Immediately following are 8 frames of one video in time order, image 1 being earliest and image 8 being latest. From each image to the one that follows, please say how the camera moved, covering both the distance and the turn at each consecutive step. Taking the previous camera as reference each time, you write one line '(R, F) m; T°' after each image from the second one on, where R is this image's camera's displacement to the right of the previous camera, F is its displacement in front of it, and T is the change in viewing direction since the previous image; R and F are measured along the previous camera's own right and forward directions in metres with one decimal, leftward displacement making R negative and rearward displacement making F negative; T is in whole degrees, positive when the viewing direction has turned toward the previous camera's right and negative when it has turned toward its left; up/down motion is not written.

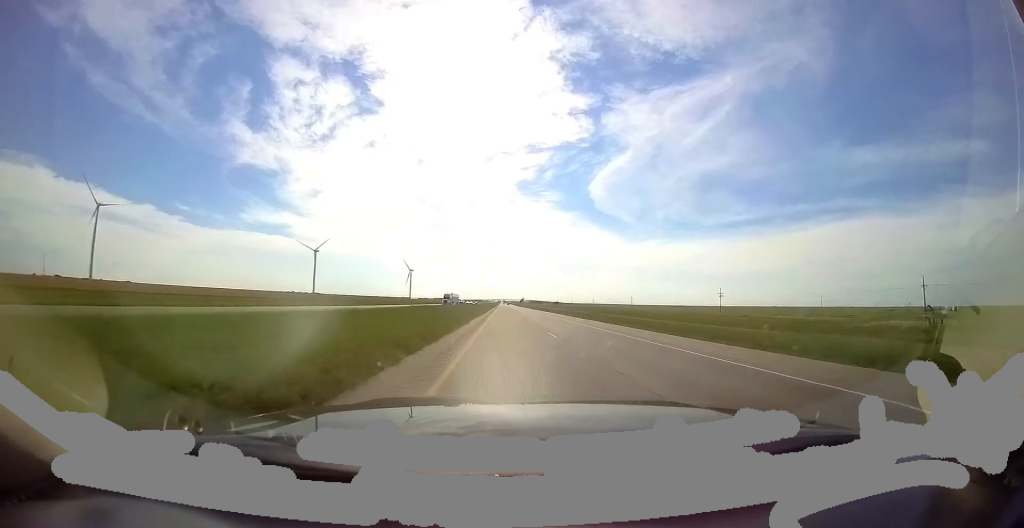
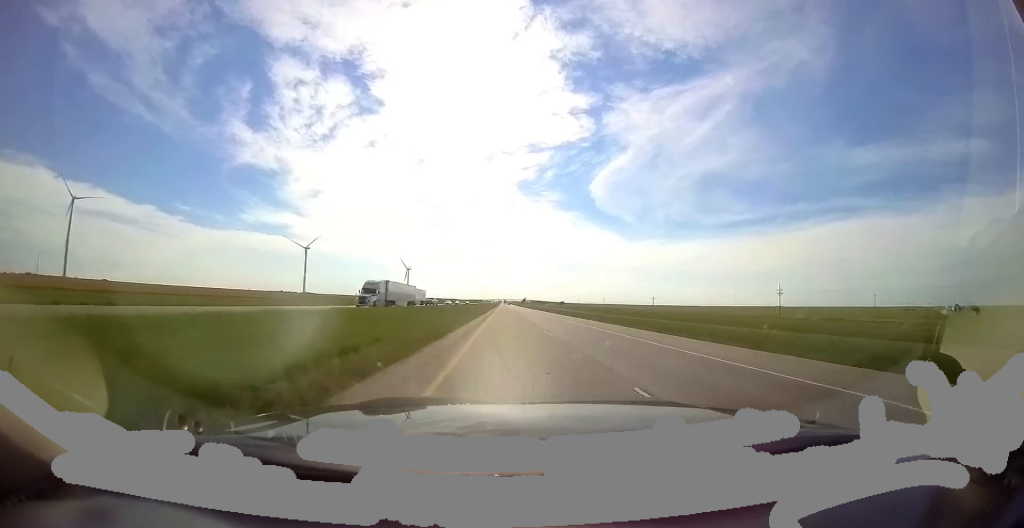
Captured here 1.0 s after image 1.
(-1.1, +35.5) m; 0°
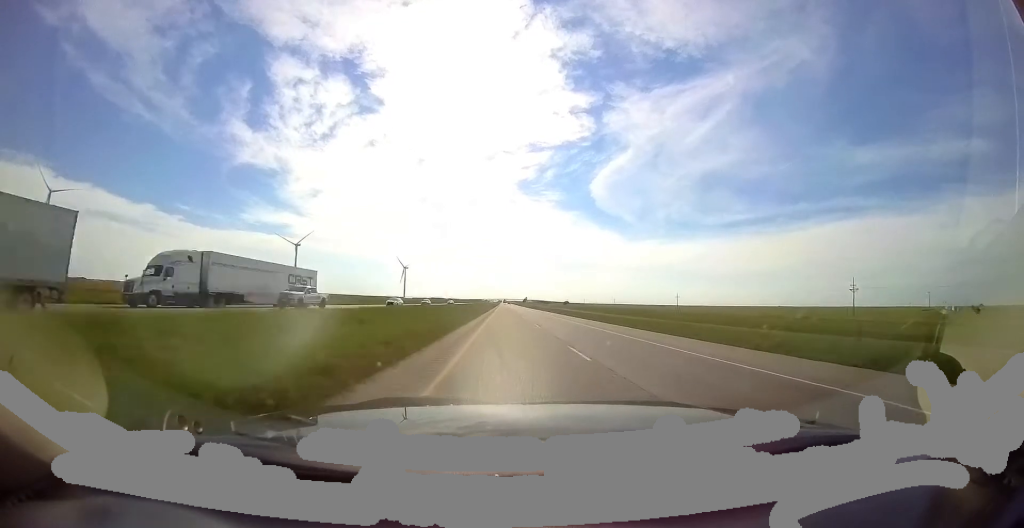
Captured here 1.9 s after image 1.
(-0.1, +30.9) m; 0°
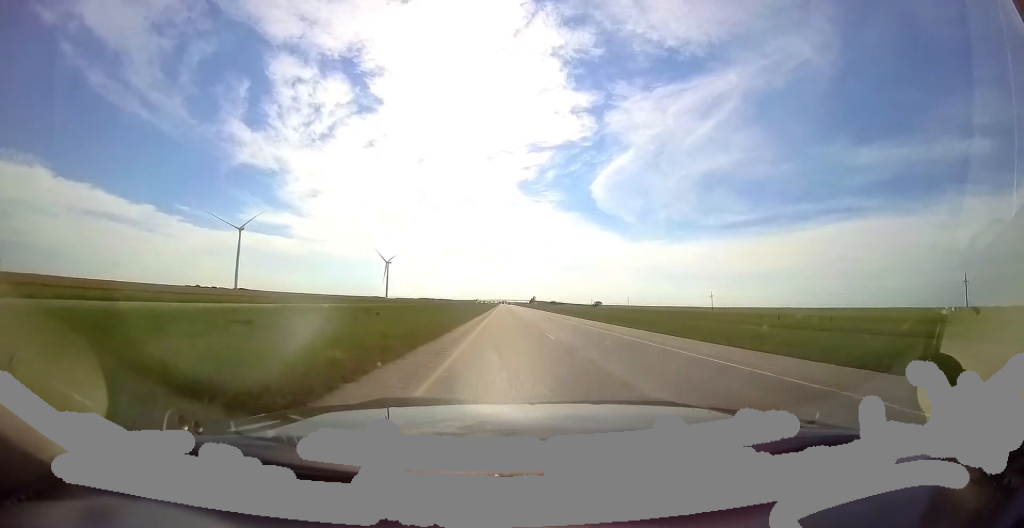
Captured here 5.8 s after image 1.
(+0.9, +141.0) m; 0°
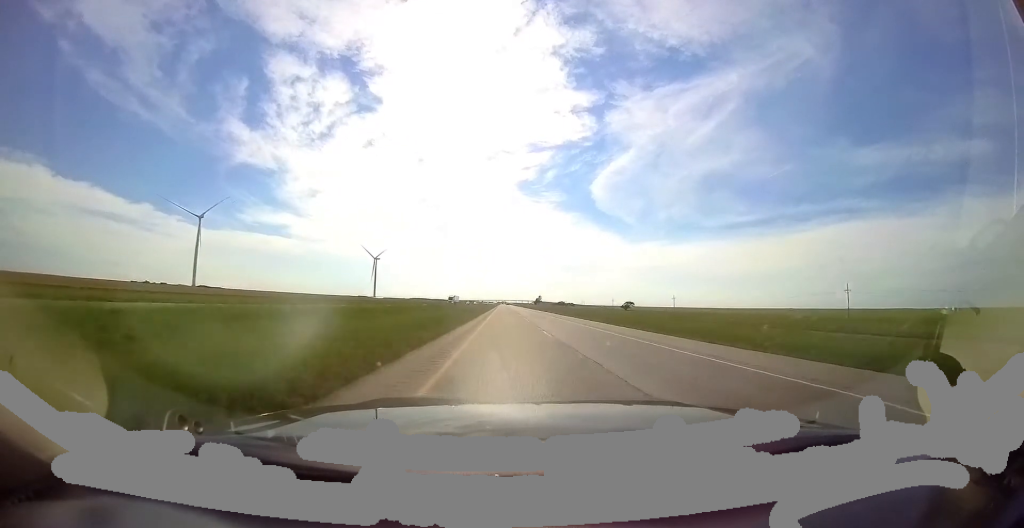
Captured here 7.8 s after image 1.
(-0.2, +71.8) m; +1°
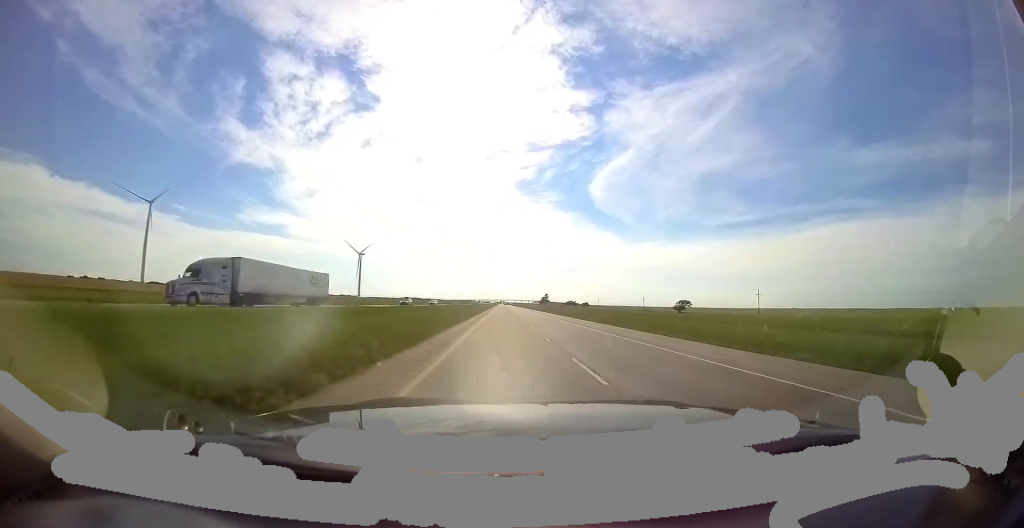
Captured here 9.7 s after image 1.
(+0.7, +69.3) m; 0°
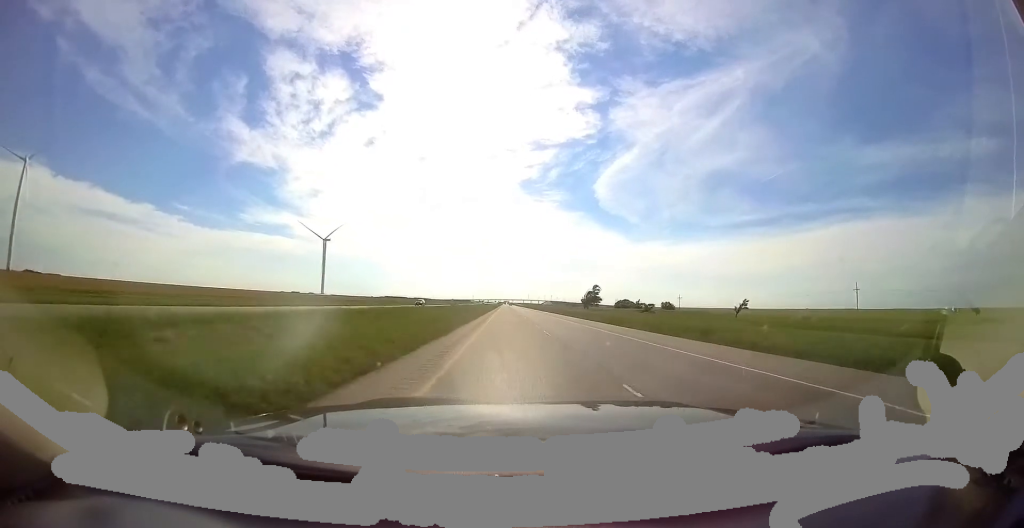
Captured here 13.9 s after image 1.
(-0.9, +149.2) m; 0°
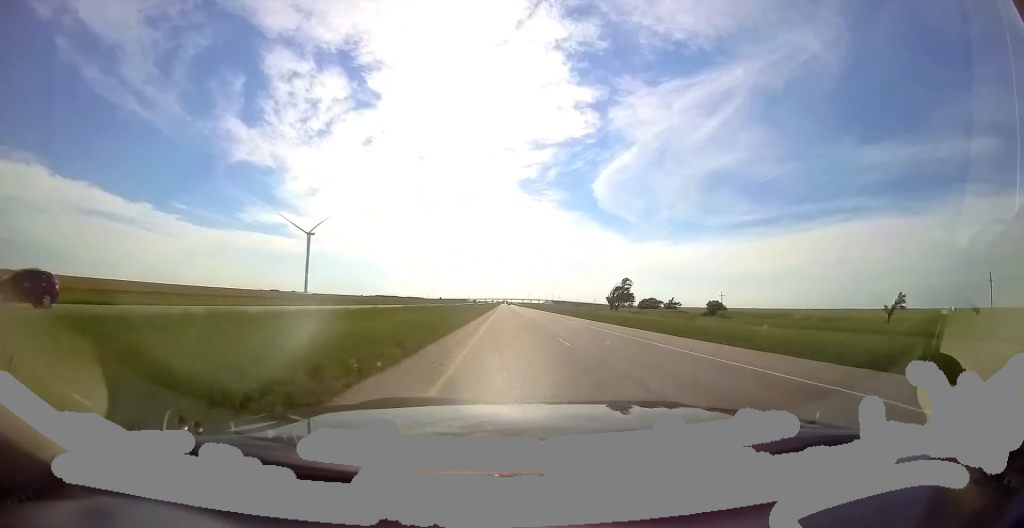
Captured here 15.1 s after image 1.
(+0.1, +40.1) m; 0°
